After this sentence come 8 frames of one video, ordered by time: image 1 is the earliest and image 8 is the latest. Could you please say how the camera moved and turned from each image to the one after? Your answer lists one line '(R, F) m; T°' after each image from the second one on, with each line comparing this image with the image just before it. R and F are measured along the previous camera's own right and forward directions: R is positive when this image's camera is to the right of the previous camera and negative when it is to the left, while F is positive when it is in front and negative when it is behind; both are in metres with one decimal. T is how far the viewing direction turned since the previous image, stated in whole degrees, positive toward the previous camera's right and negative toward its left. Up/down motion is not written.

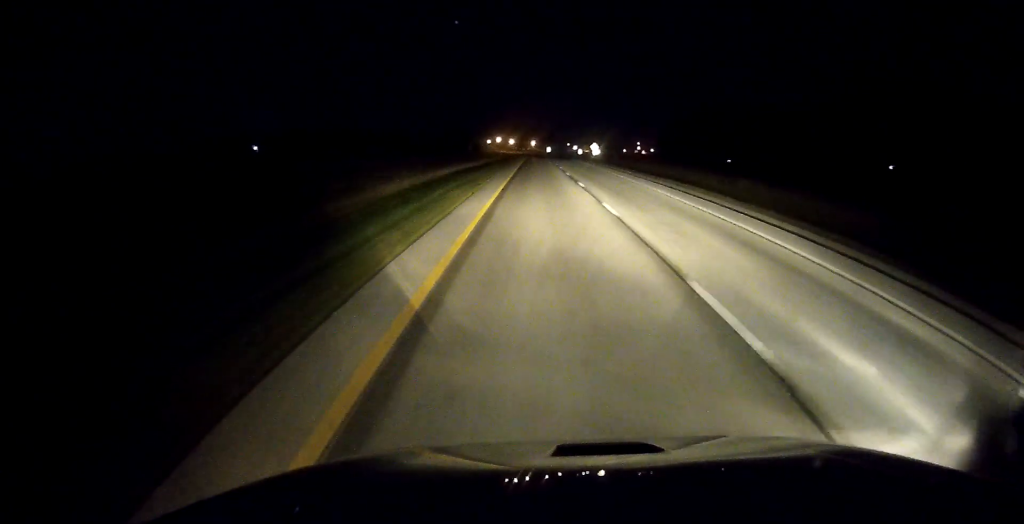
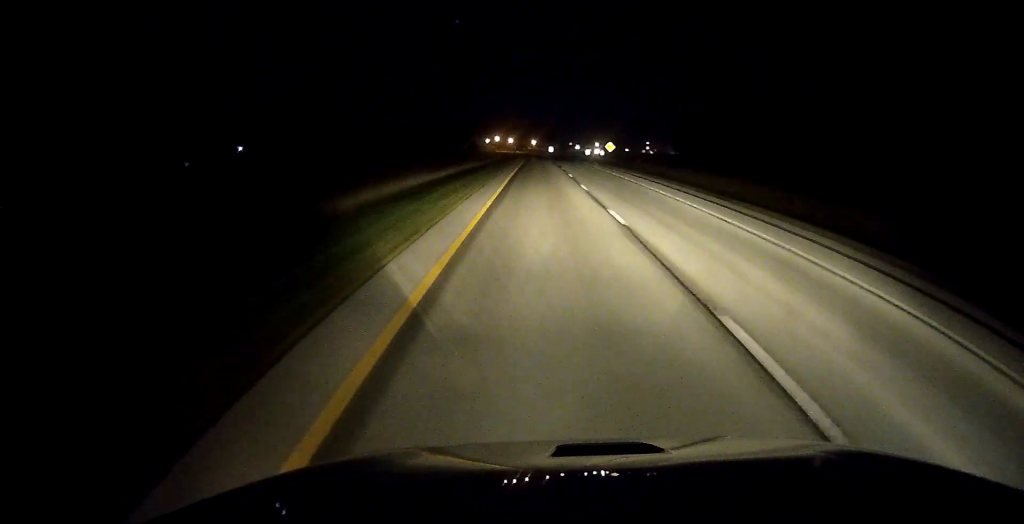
(-0.1, +26.0) m; 0°
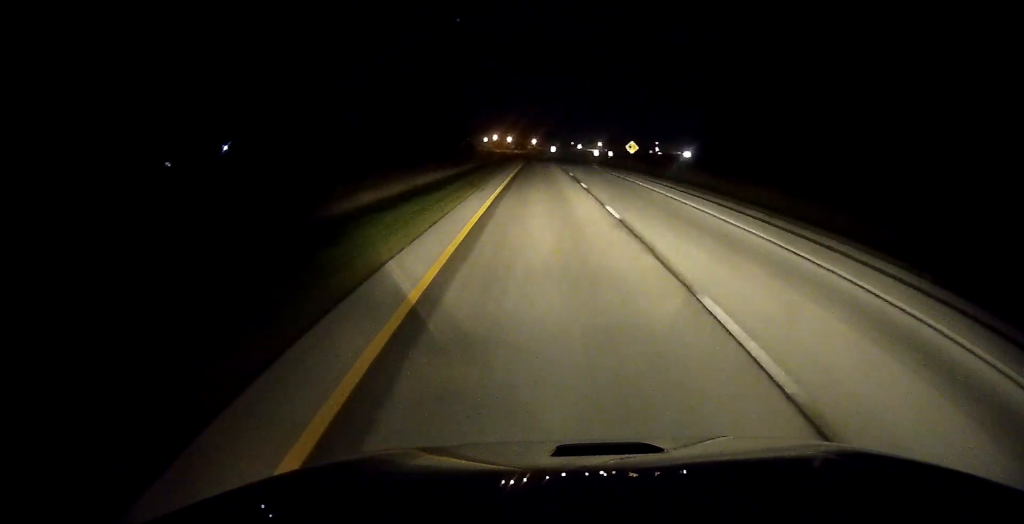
(-0.1, +23.0) m; 0°
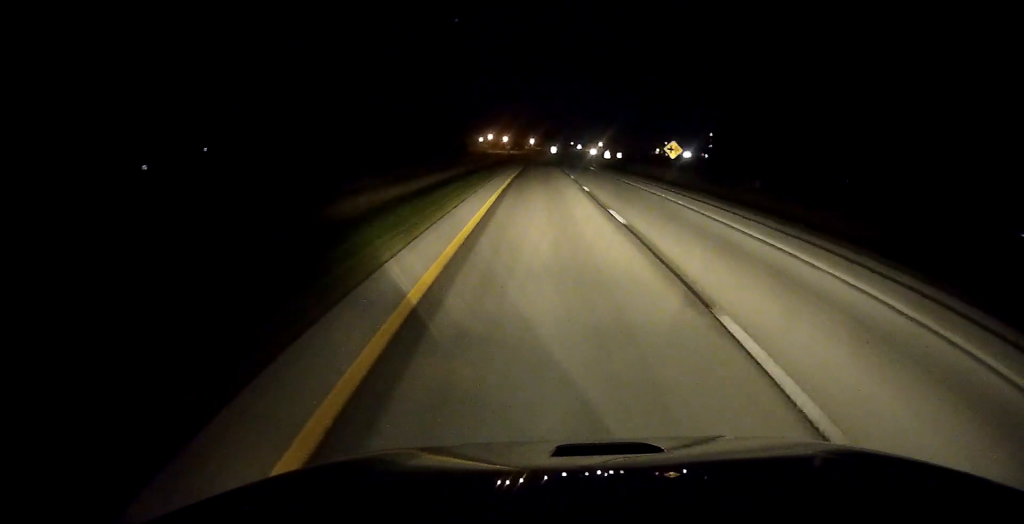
(0.0, +25.1) m; +1°
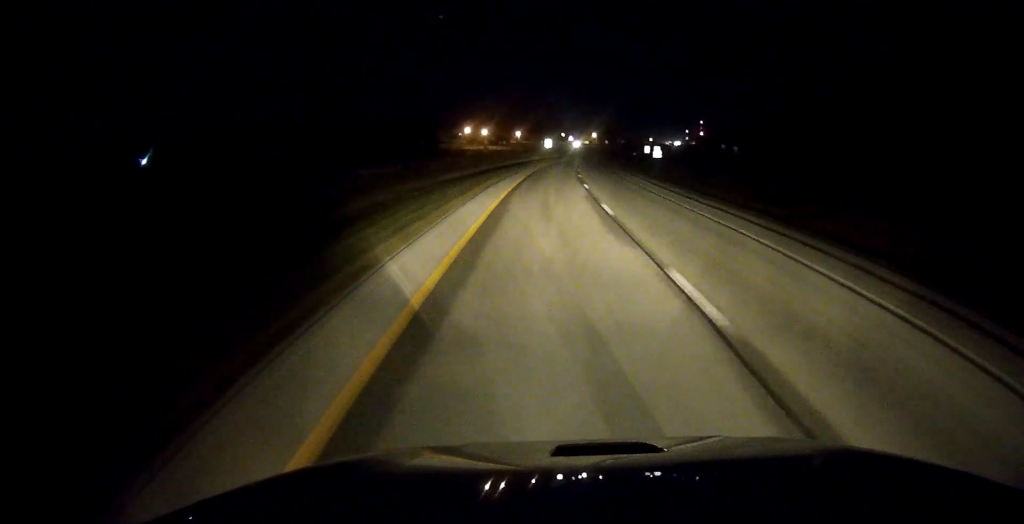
(+1.3, +57.7) m; +3°
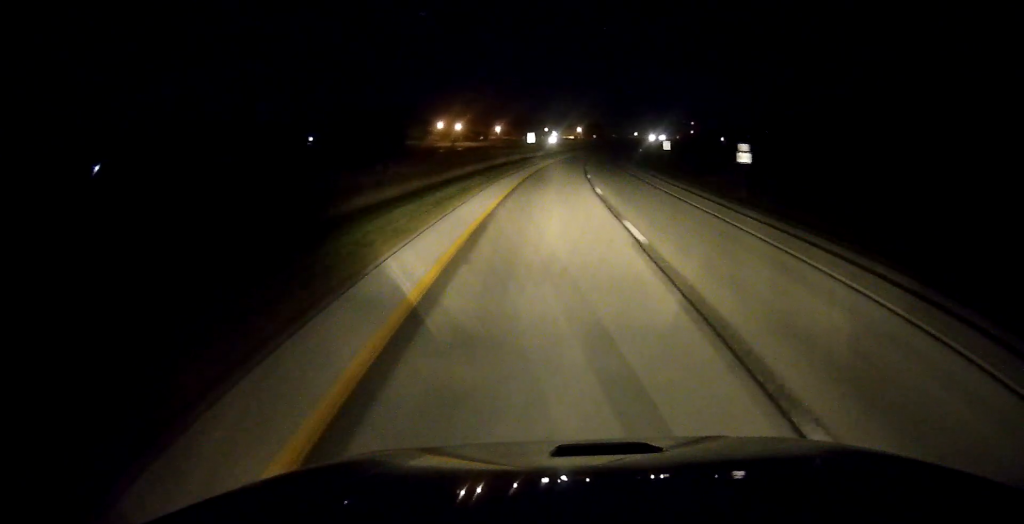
(+0.5, +30.6) m; +1°
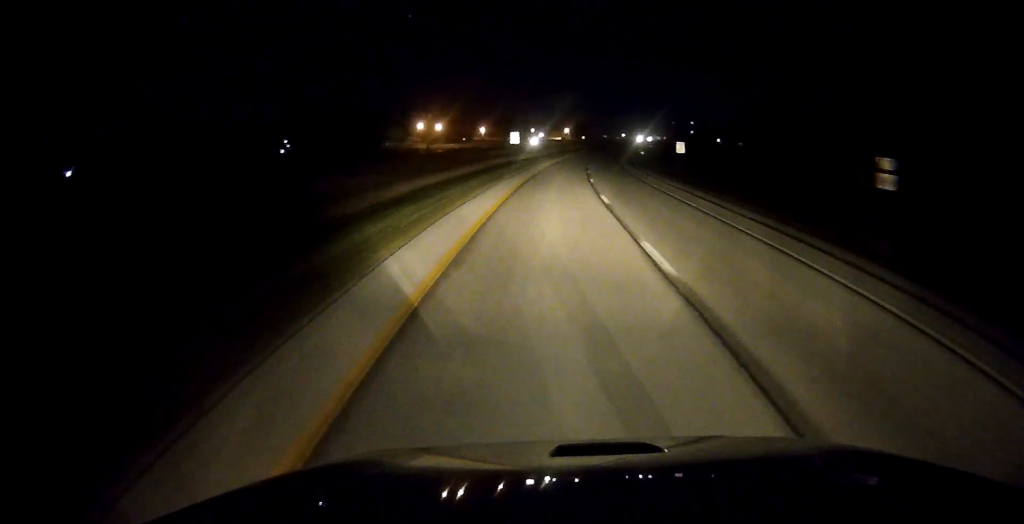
(0.0, +15.2) m; +2°
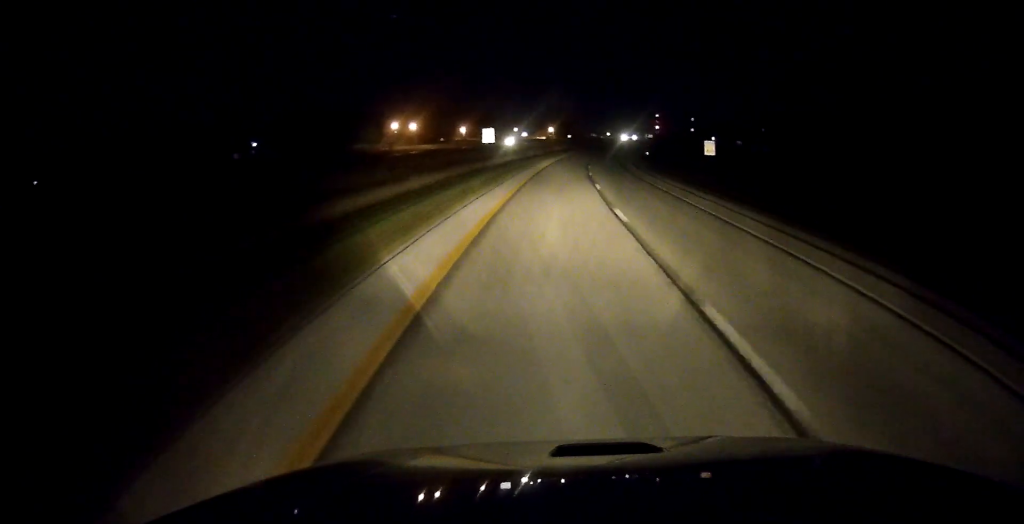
(-0.1, +17.1) m; +2°
